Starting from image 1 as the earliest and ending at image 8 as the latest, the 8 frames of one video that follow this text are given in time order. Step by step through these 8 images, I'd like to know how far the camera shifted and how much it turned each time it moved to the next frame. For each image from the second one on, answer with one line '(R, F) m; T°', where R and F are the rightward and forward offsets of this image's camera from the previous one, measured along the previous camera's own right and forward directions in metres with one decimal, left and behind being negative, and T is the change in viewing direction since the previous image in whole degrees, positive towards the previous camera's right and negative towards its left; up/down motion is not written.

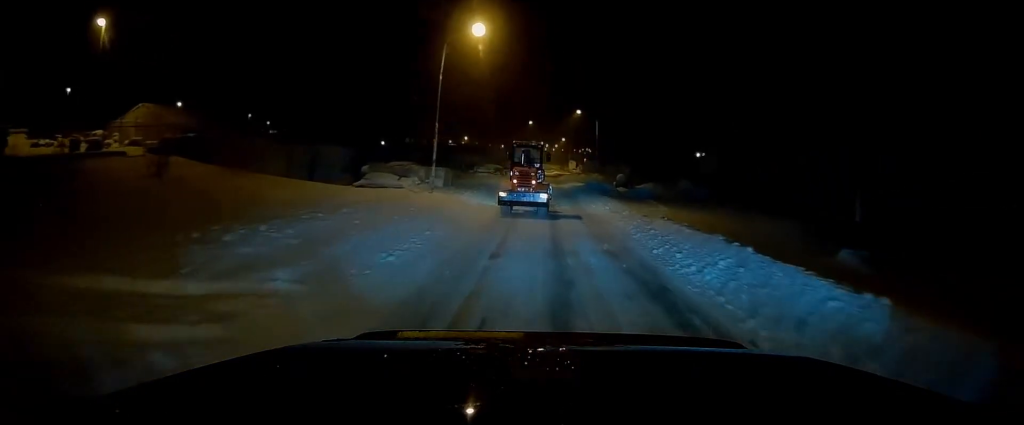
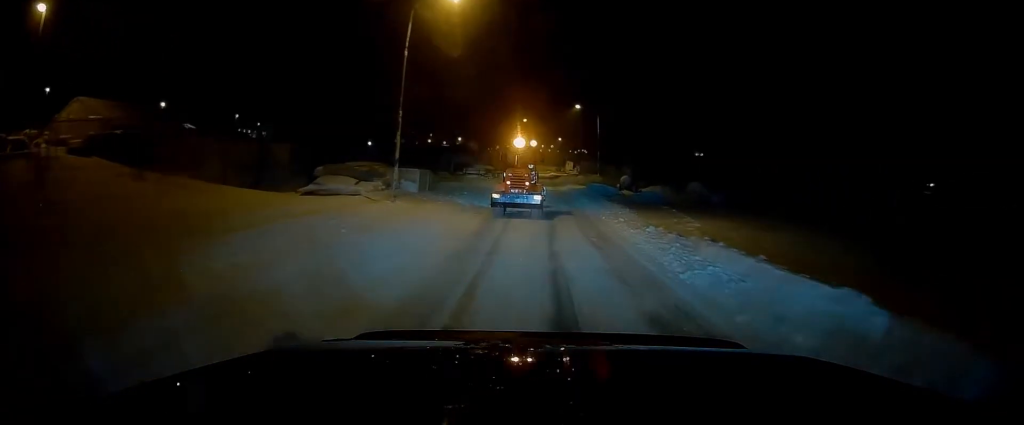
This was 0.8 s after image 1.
(0.0, +5.9) m; 0°
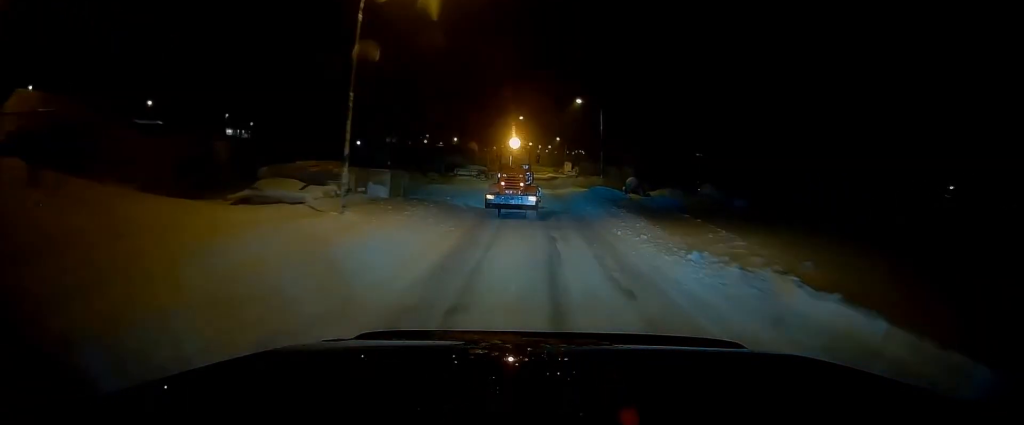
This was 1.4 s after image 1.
(0.0, +5.1) m; 0°
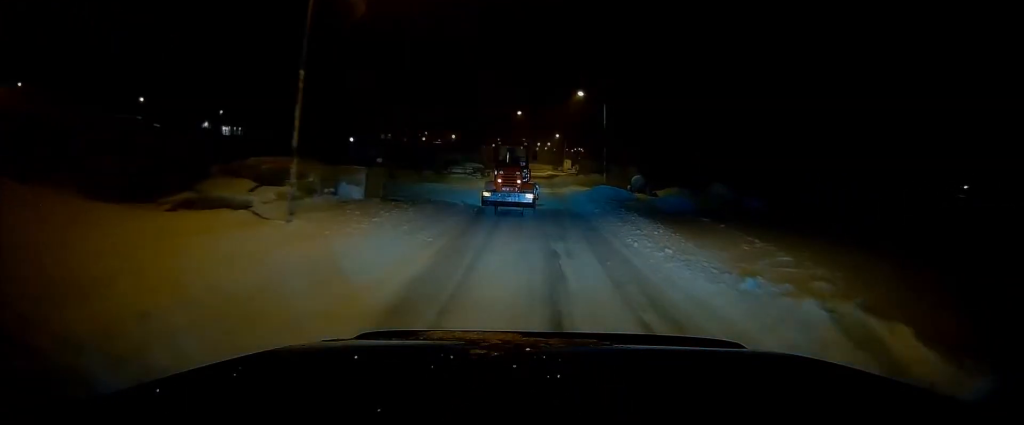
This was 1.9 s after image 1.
(0.0, +3.3) m; 0°
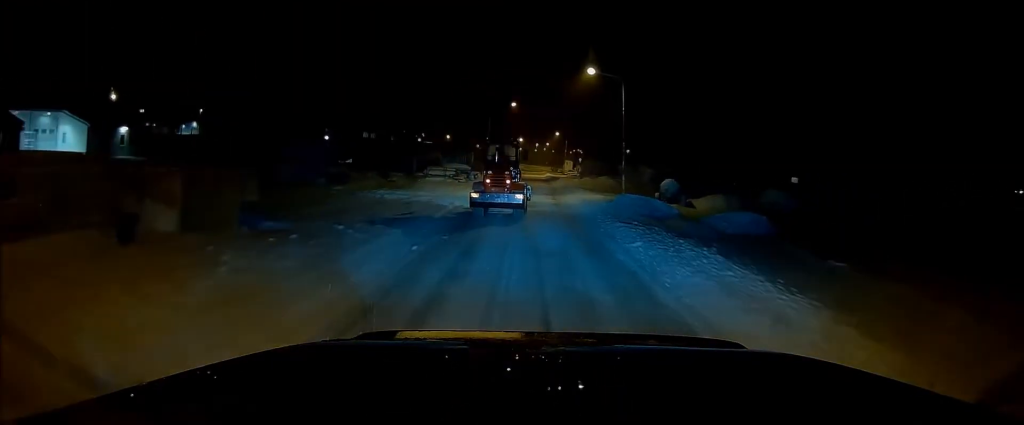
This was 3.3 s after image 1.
(0.0, +11.0) m; +1°
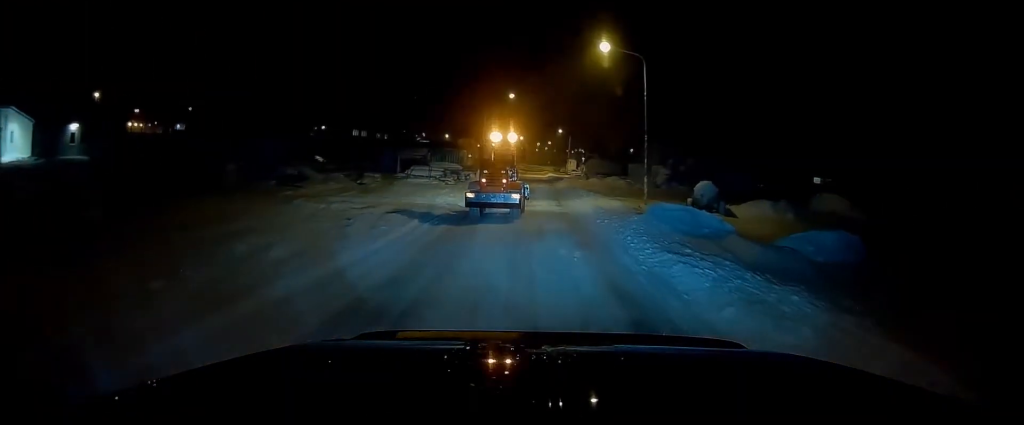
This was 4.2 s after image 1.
(0.0, +6.9) m; 0°
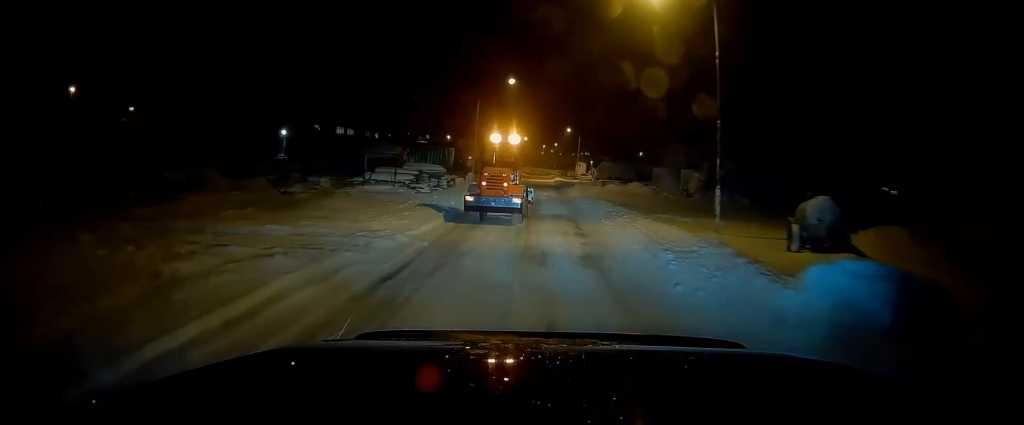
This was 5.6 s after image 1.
(-0.1, +11.0) m; -2°
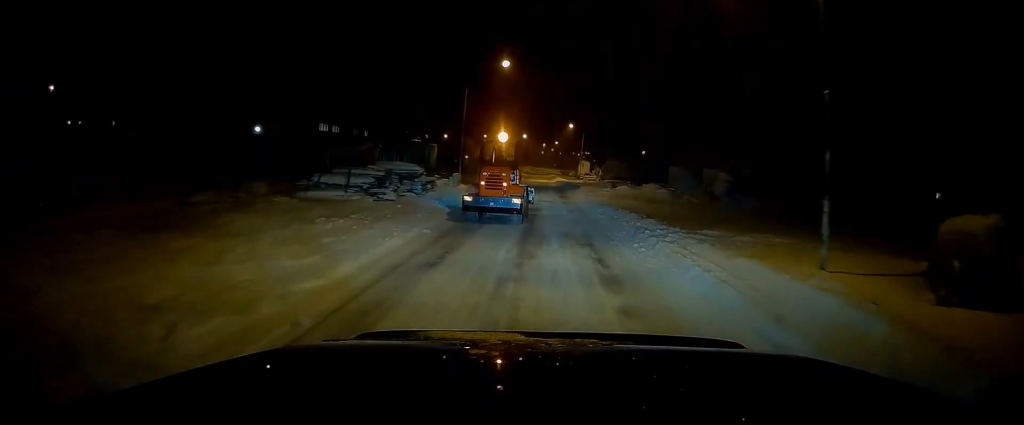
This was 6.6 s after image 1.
(-0.1, +7.1) m; 0°
